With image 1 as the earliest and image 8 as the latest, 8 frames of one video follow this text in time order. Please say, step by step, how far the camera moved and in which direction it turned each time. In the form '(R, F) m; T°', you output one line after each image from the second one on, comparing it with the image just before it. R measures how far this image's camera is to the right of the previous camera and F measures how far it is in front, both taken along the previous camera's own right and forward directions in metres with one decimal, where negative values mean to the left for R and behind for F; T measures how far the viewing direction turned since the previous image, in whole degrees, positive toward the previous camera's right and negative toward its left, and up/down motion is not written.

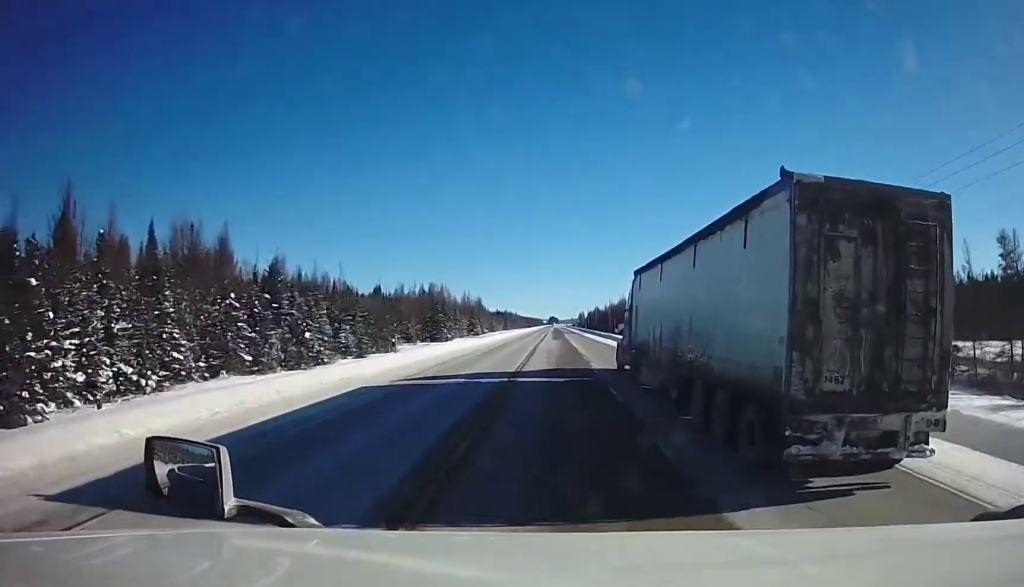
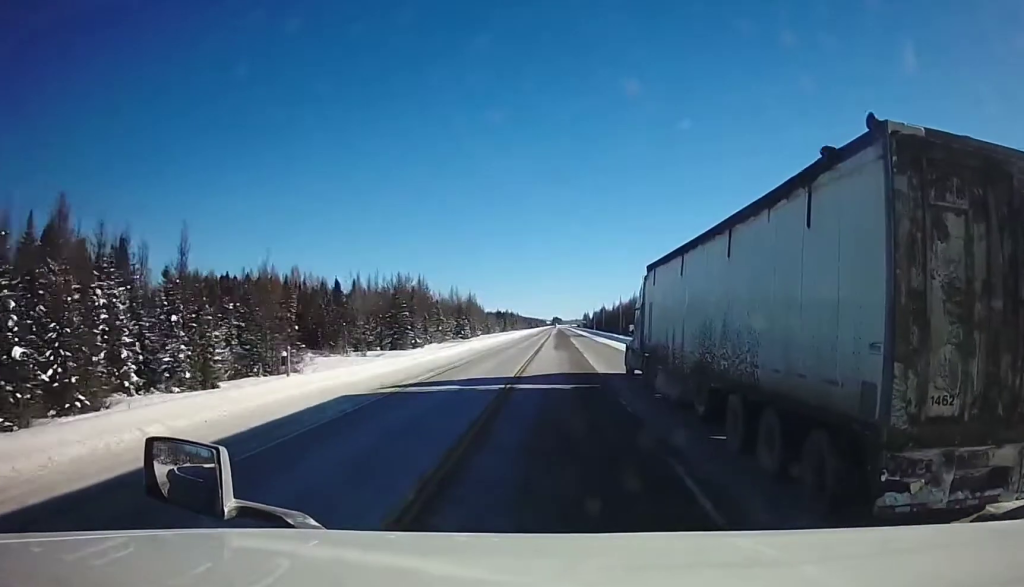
(+0.2, +30.0) m; +1°
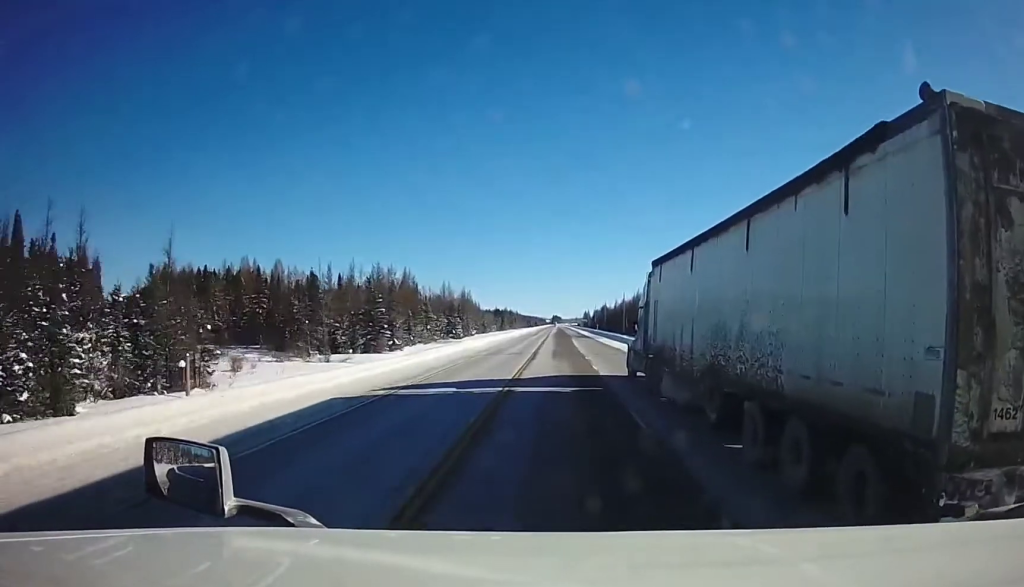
(0.0, +12.4) m; 0°
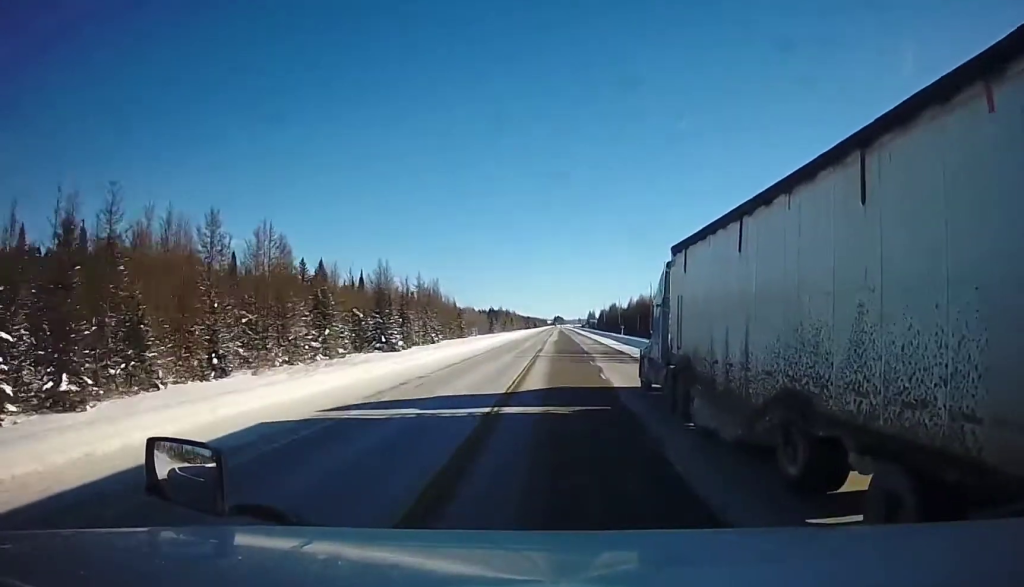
(-1.5, +58.8) m; -3°
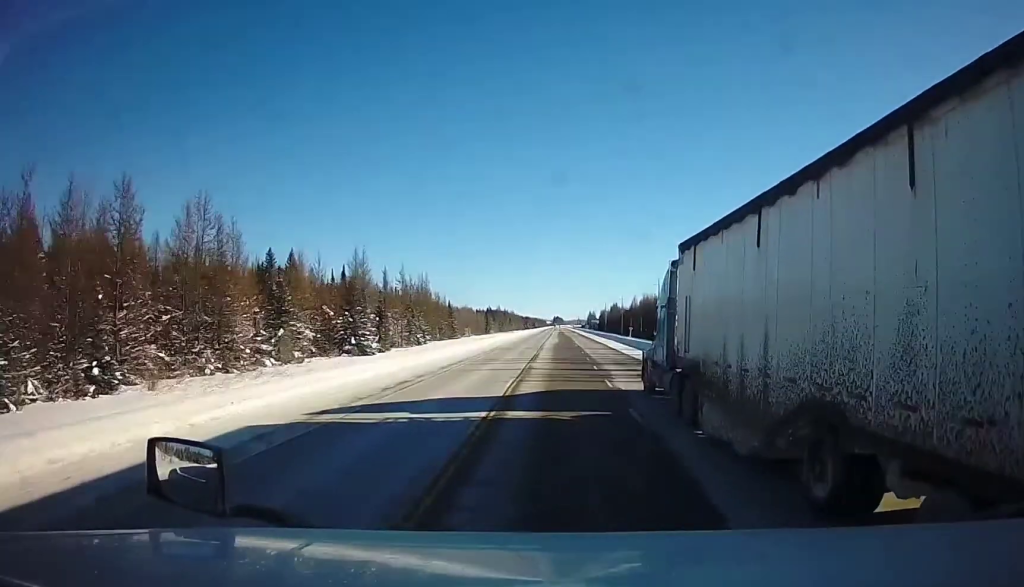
(0.0, +12.3) m; 0°
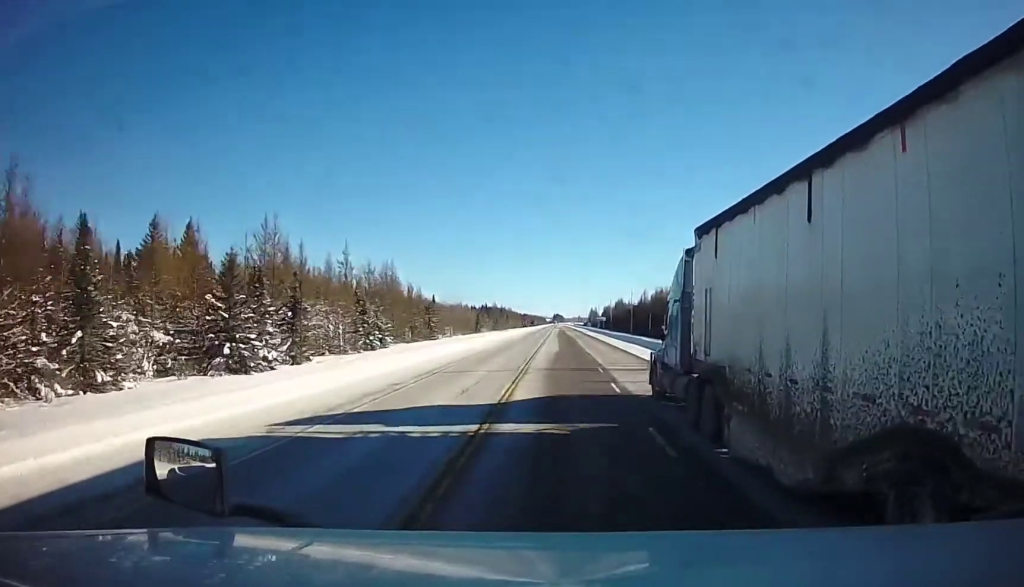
(+0.2, +28.6) m; +1°
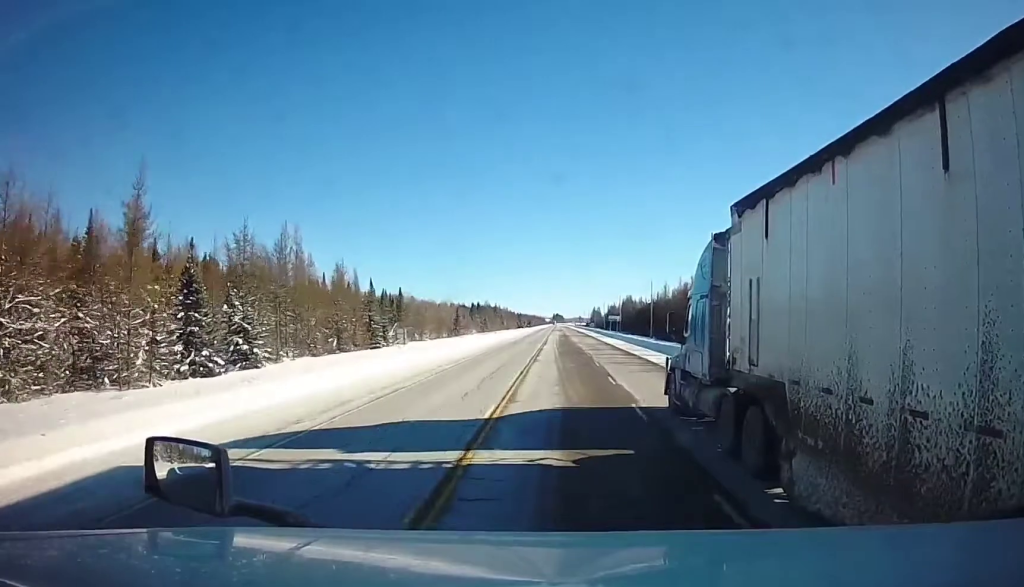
(+0.2, +41.7) m; 0°
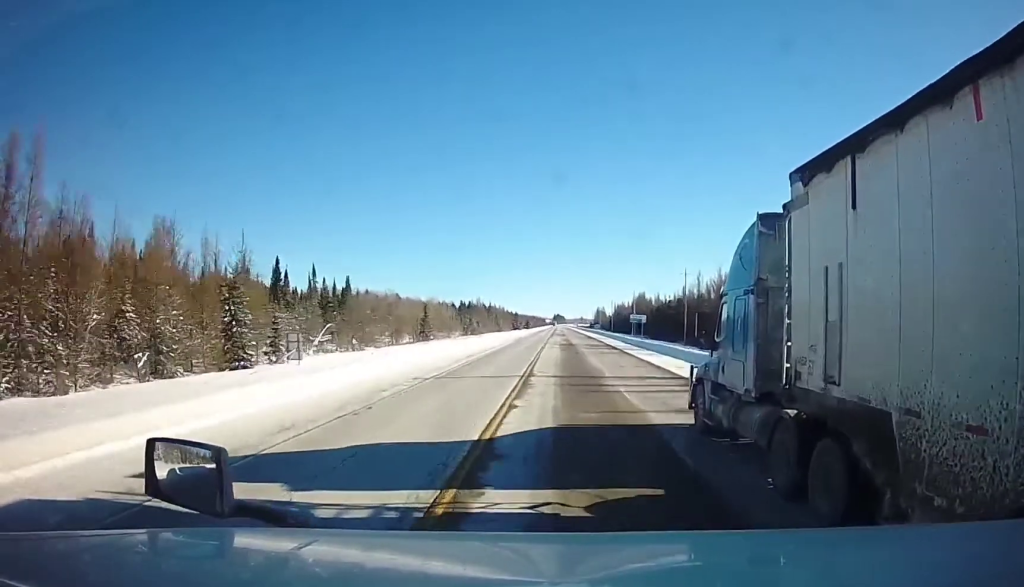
(0.0, +40.4) m; 0°
